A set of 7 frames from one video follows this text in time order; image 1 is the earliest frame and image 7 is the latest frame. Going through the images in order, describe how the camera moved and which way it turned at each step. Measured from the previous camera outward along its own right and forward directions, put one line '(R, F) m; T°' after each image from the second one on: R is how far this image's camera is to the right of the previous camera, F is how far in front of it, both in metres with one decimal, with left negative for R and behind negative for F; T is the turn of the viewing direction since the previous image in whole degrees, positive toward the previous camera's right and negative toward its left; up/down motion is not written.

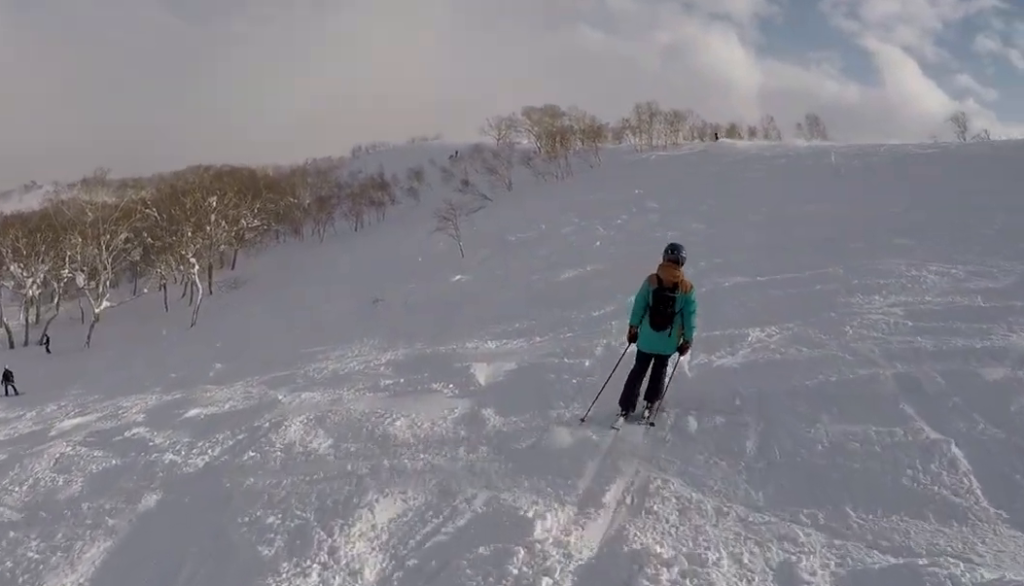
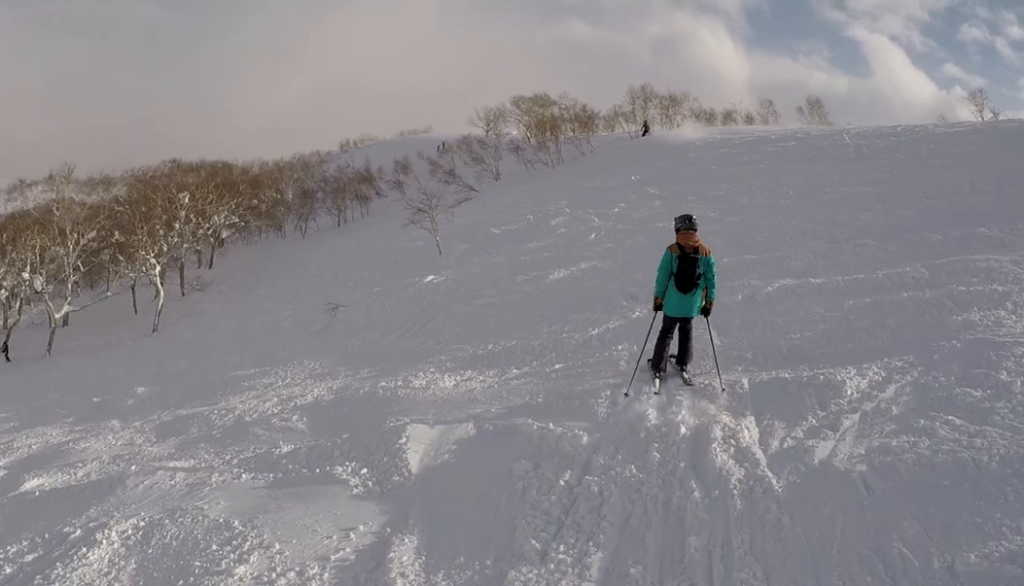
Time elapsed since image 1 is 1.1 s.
(-0.5, +3.6) m; -1°
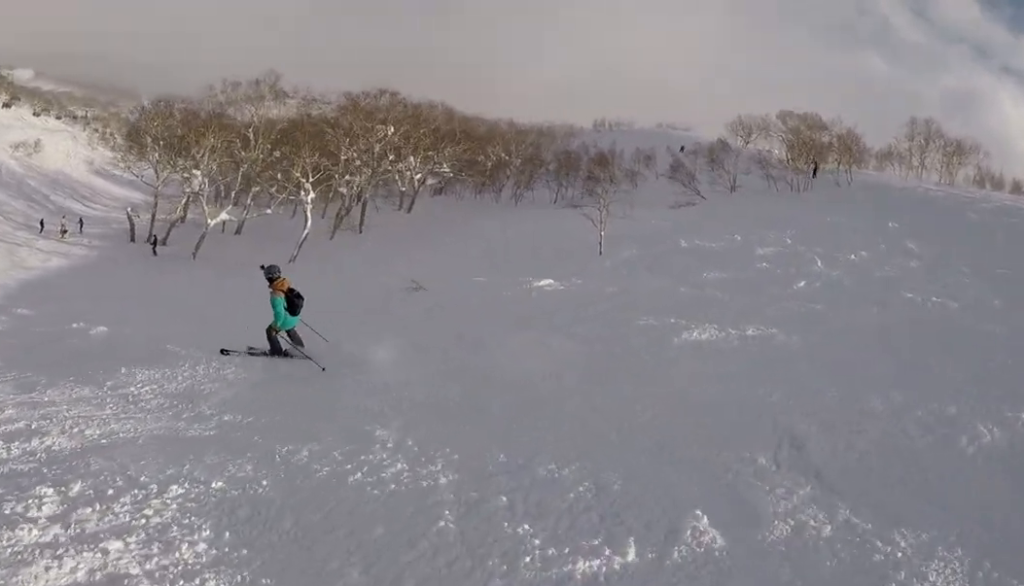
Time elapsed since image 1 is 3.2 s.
(+0.8, +7.4) m; -25°
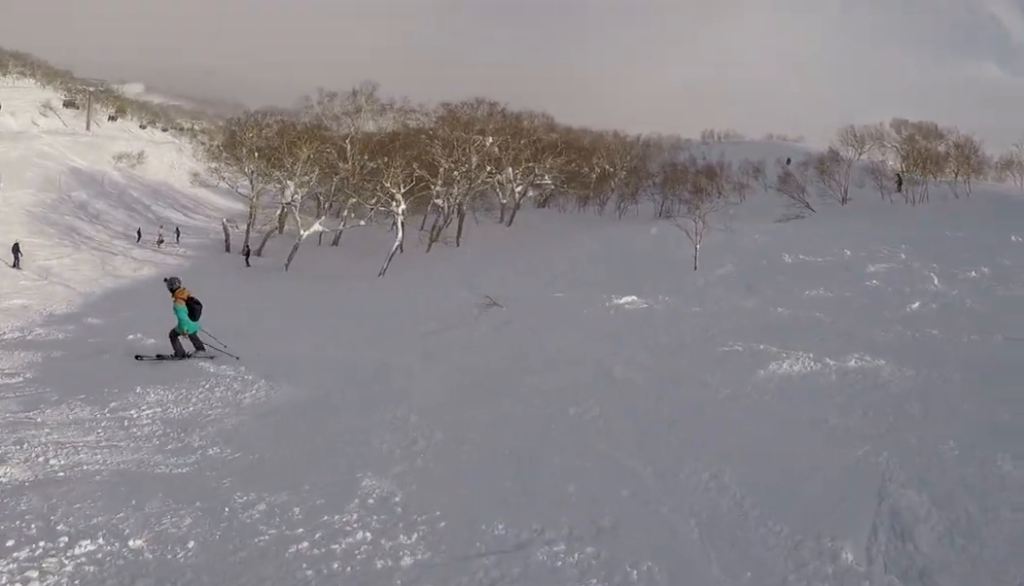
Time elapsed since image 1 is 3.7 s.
(-0.2, +1.5) m; -22°
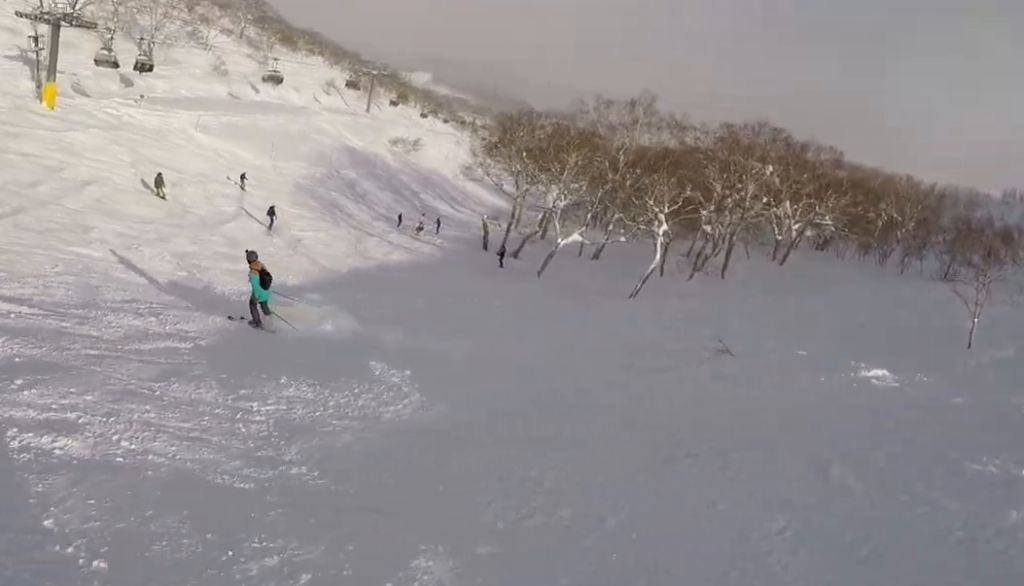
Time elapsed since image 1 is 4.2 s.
(-0.8, +1.8) m; -26°
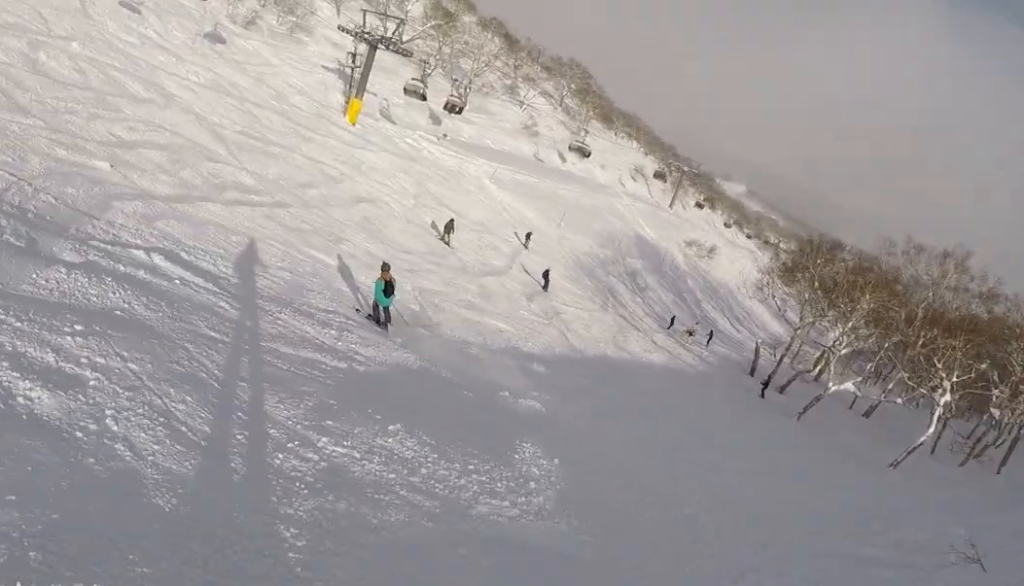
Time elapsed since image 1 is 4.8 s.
(-0.5, +2.2) m; -21°
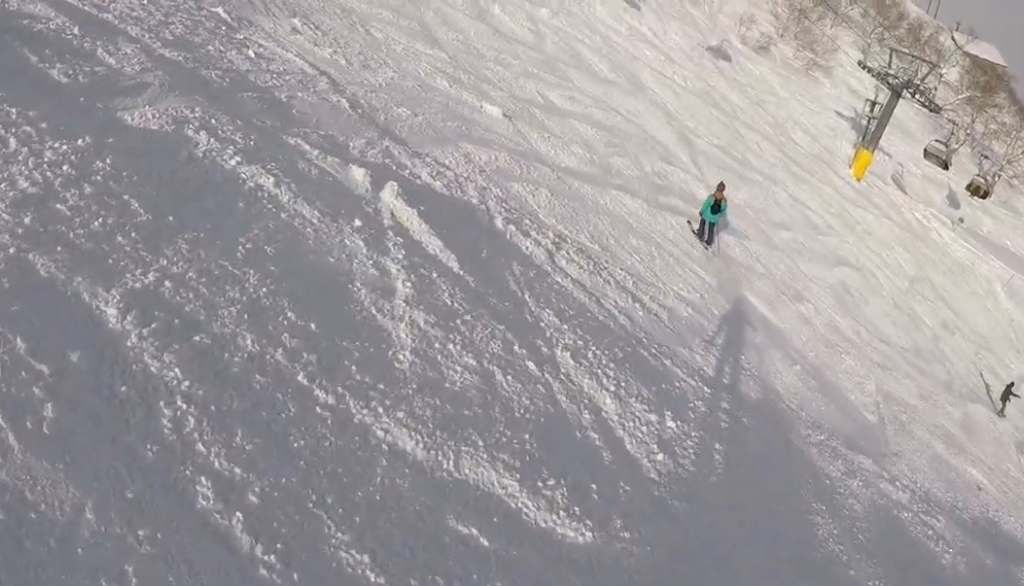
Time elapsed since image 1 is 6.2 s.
(-2.0, +6.0) m; -28°
